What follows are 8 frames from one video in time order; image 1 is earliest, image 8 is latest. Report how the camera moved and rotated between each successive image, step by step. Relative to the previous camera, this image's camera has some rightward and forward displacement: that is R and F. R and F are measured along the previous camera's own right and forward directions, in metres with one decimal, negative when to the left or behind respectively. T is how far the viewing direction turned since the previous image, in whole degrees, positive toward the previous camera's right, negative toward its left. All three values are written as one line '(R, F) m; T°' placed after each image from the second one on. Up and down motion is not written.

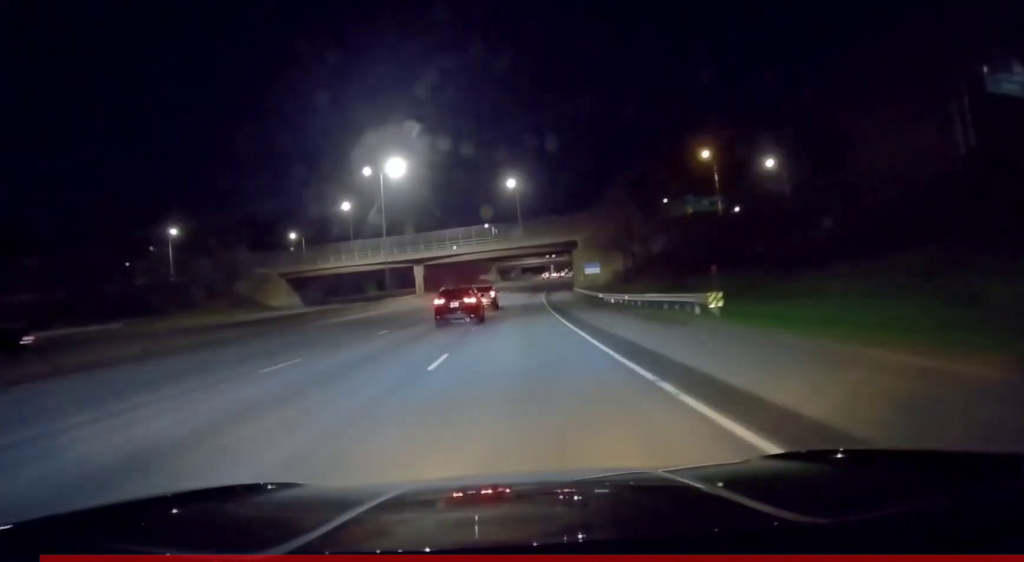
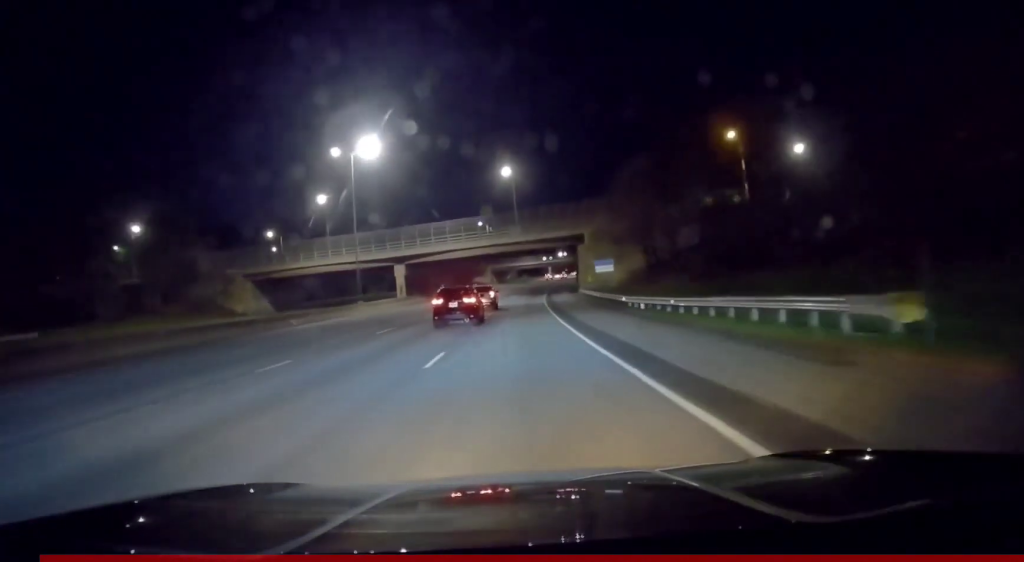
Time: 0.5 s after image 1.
(+0.1, +12.7) m; 0°
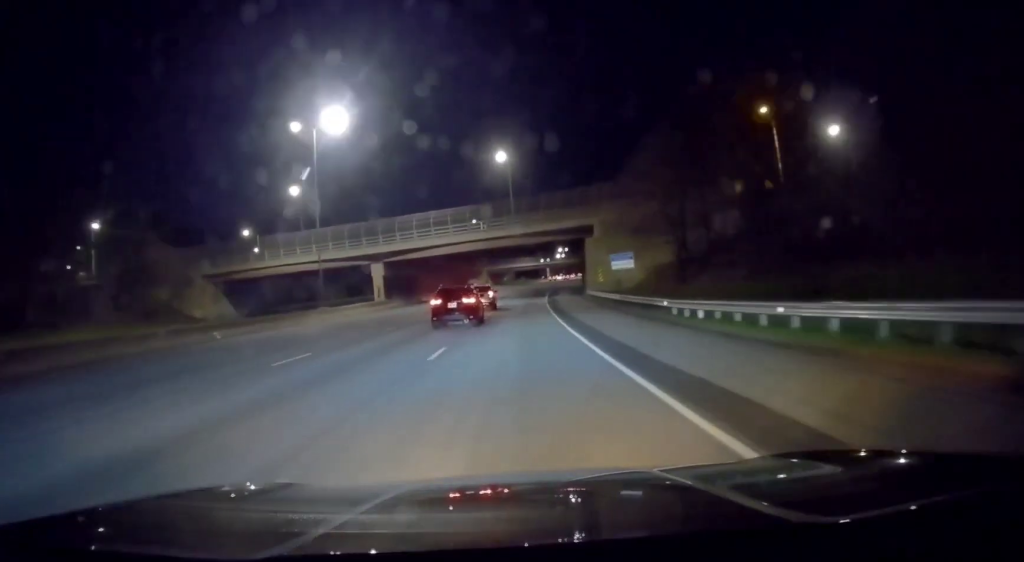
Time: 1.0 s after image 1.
(+0.1, +11.9) m; 0°
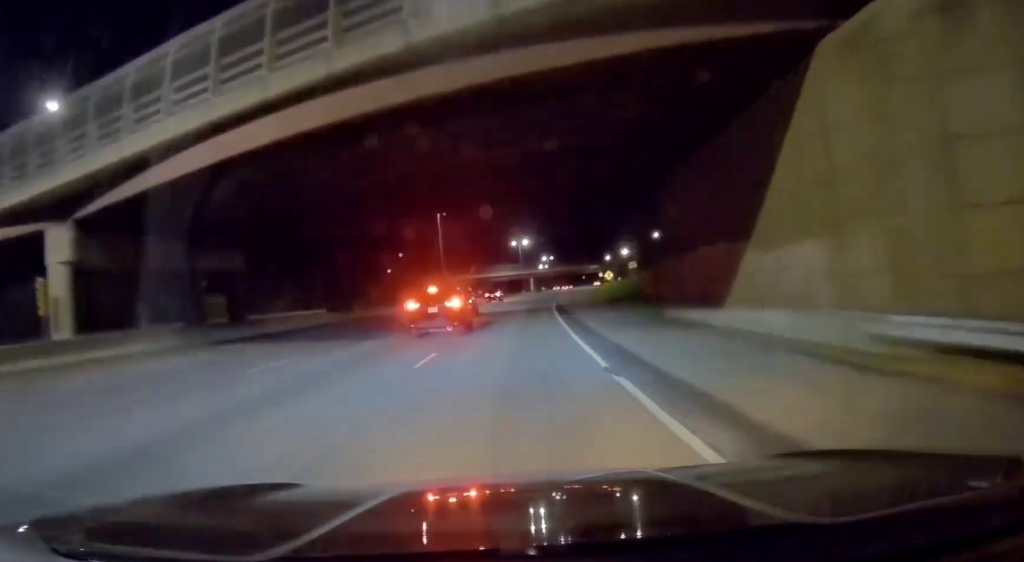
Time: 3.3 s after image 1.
(+0.1, +53.0) m; +1°
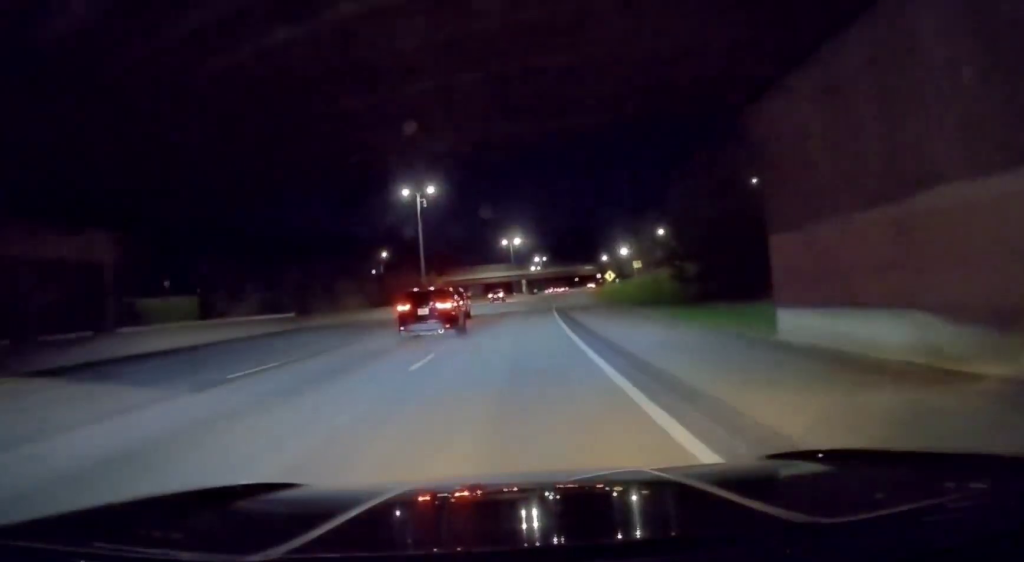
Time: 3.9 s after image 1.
(0.0, +13.9) m; 0°
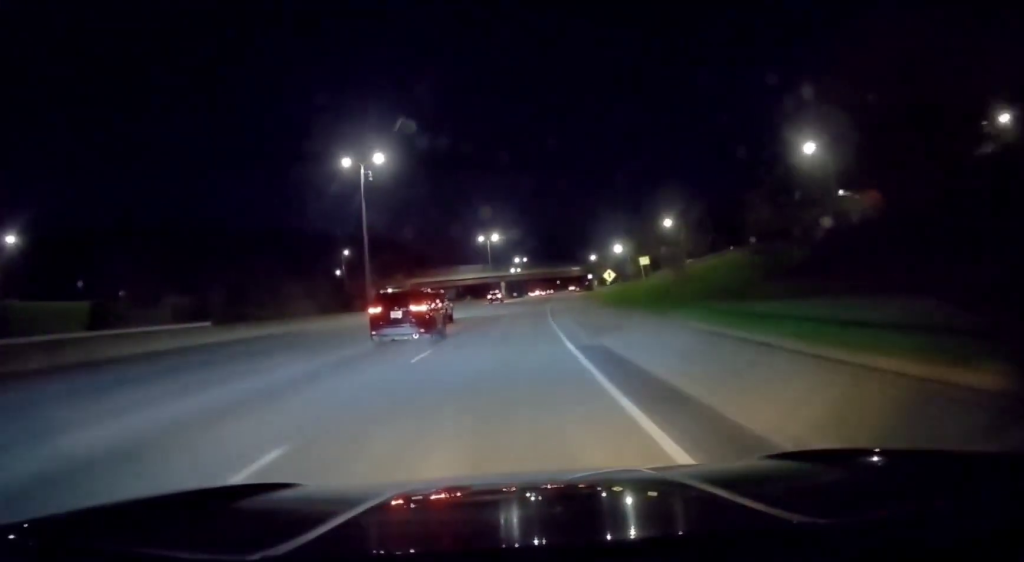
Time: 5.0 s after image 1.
(0.0, +25.0) m; 0°
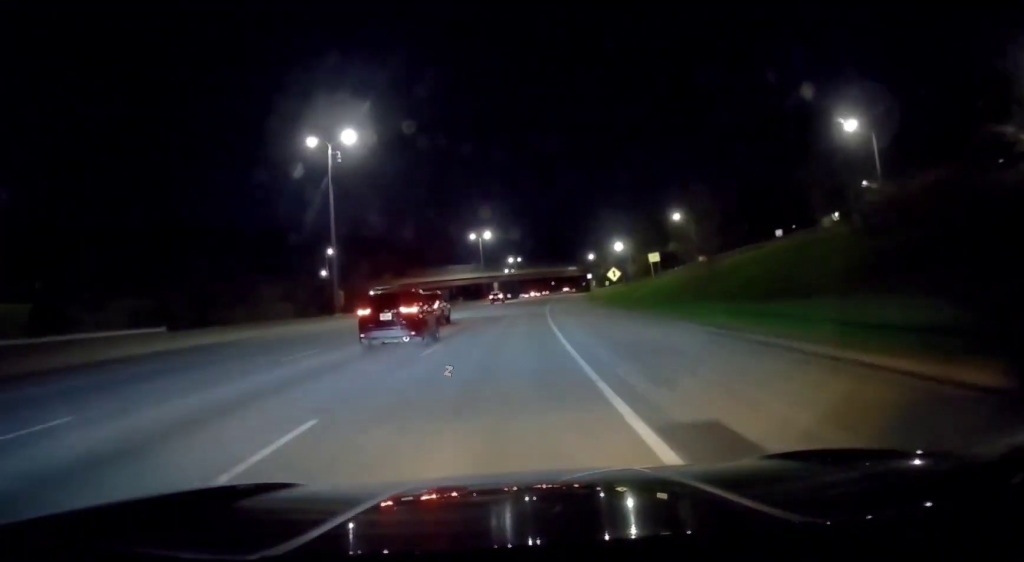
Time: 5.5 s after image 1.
(0.0, +11.1) m; +2°
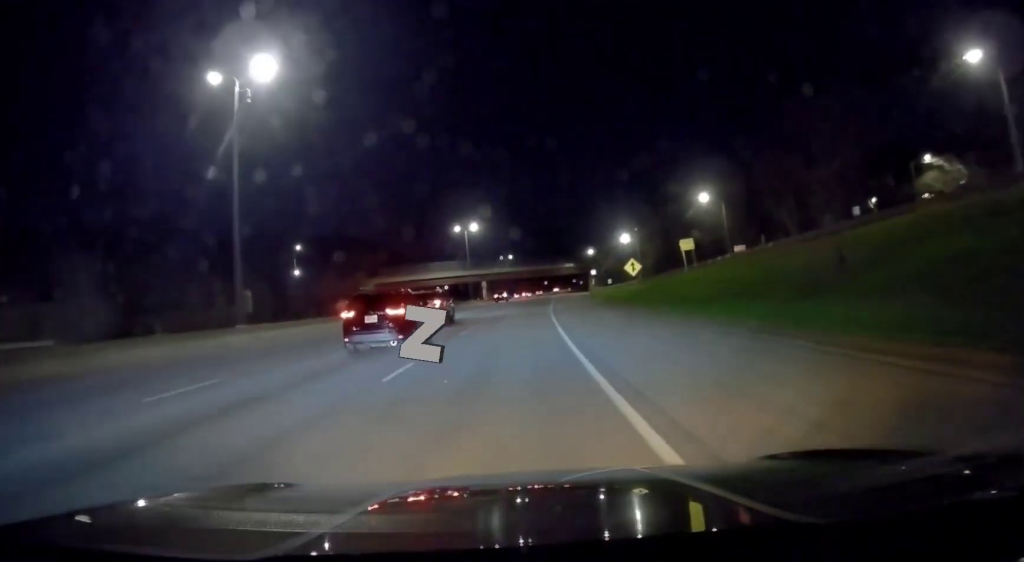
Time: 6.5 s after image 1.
(+0.6, +20.8) m; +2°
